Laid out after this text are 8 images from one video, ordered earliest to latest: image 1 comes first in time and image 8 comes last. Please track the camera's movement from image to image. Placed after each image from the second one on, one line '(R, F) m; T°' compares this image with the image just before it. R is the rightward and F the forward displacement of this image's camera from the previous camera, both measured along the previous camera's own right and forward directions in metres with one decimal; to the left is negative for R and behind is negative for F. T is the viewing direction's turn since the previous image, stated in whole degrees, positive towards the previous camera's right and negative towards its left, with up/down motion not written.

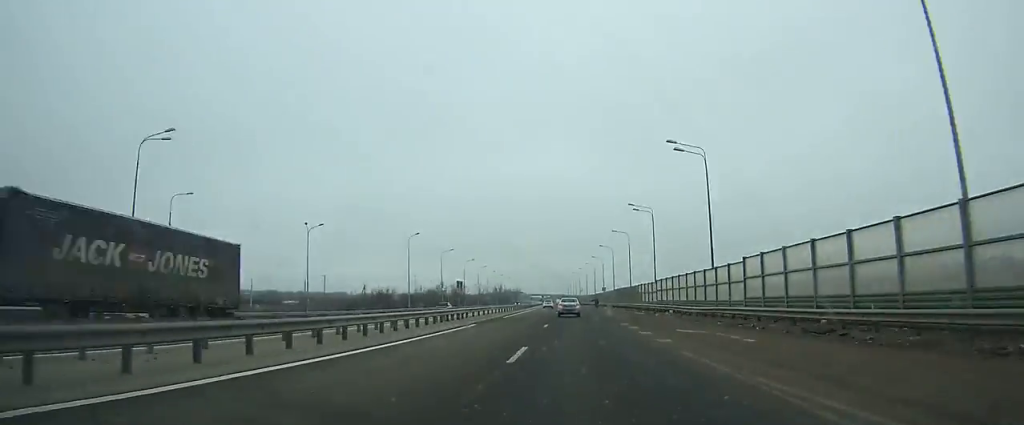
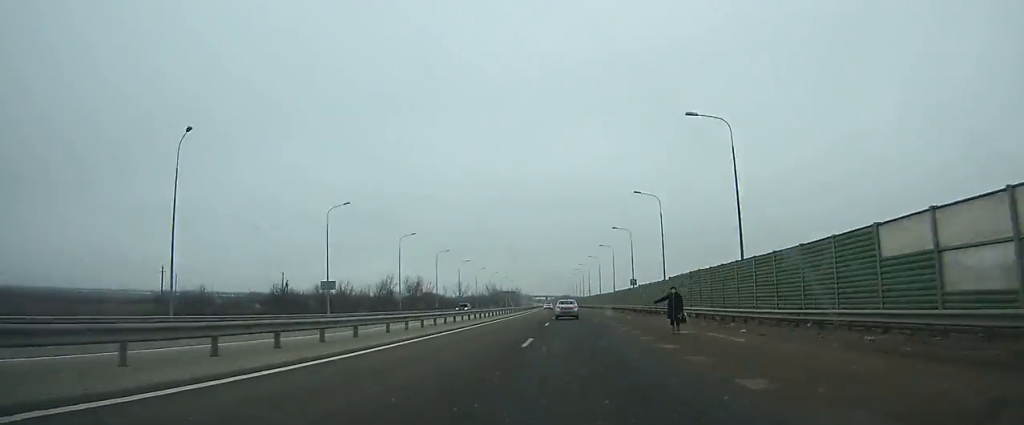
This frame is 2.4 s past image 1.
(-0.4, +59.4) m; -1°
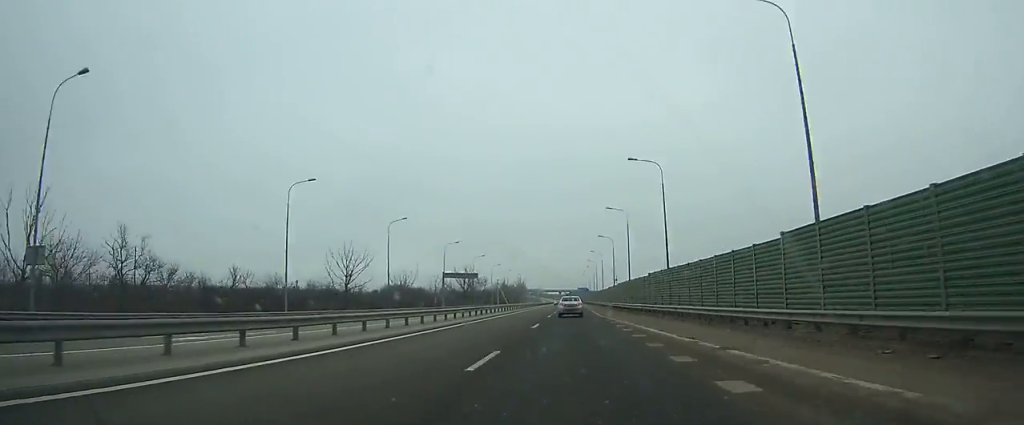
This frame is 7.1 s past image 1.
(-1.2, +117.8) m; -1°
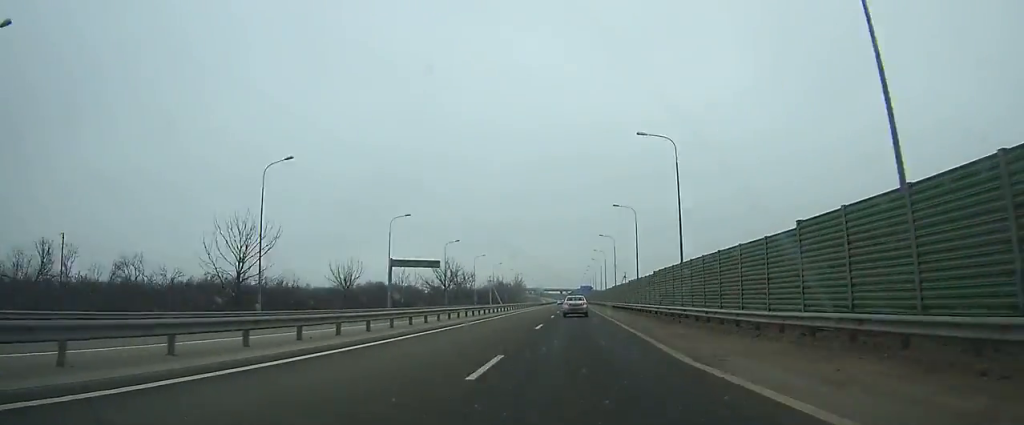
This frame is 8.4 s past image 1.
(-0.2, +33.5) m; 0°
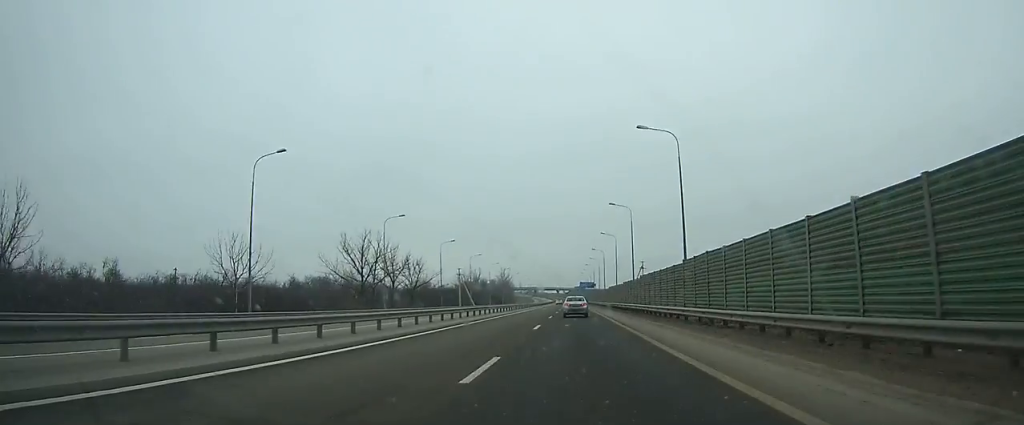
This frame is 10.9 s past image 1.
(-0.2, +64.7) m; 0°
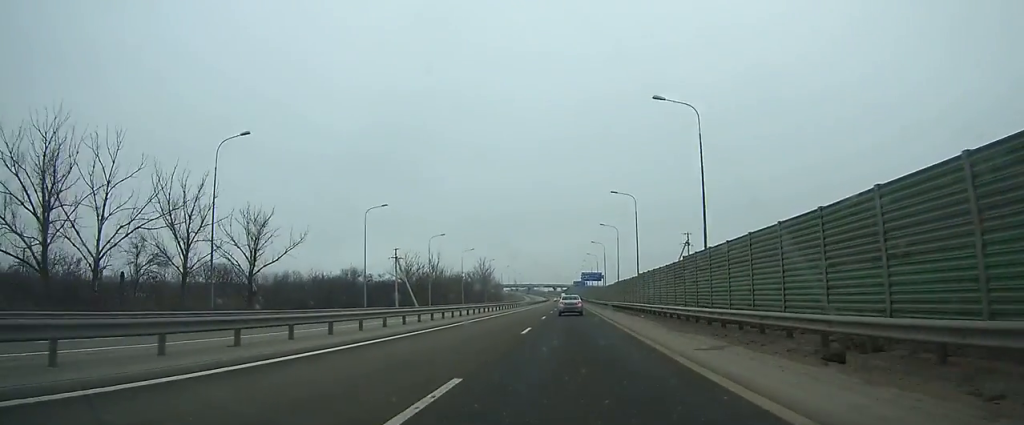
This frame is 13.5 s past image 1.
(+0.1, +67.9) m; 0°
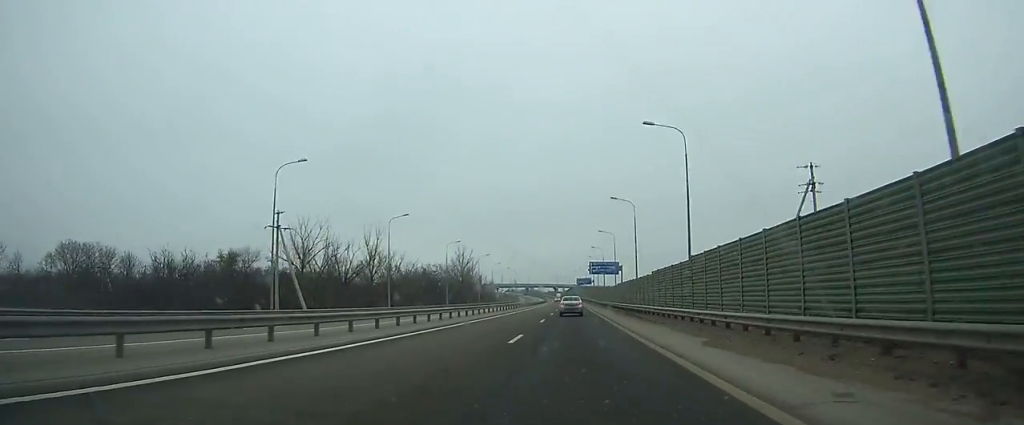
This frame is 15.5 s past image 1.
(0.0, +52.1) m; 0°
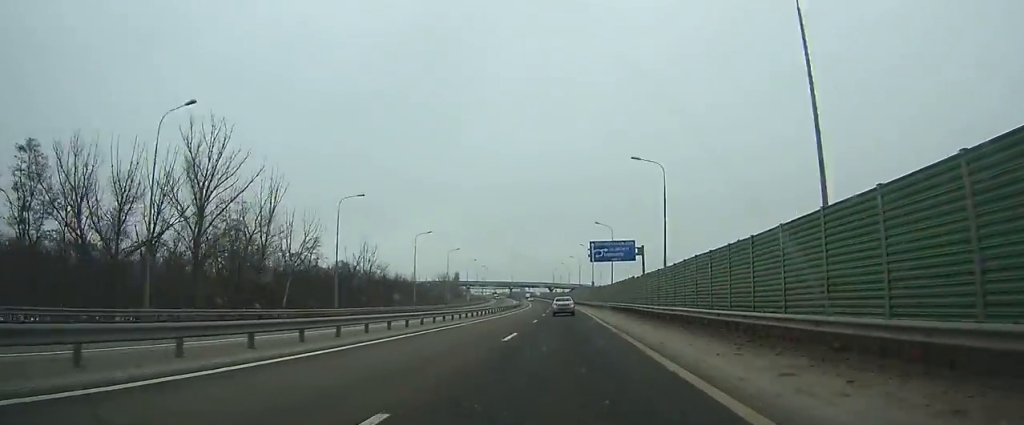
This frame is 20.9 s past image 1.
(-0.6, +141.4) m; -1°
